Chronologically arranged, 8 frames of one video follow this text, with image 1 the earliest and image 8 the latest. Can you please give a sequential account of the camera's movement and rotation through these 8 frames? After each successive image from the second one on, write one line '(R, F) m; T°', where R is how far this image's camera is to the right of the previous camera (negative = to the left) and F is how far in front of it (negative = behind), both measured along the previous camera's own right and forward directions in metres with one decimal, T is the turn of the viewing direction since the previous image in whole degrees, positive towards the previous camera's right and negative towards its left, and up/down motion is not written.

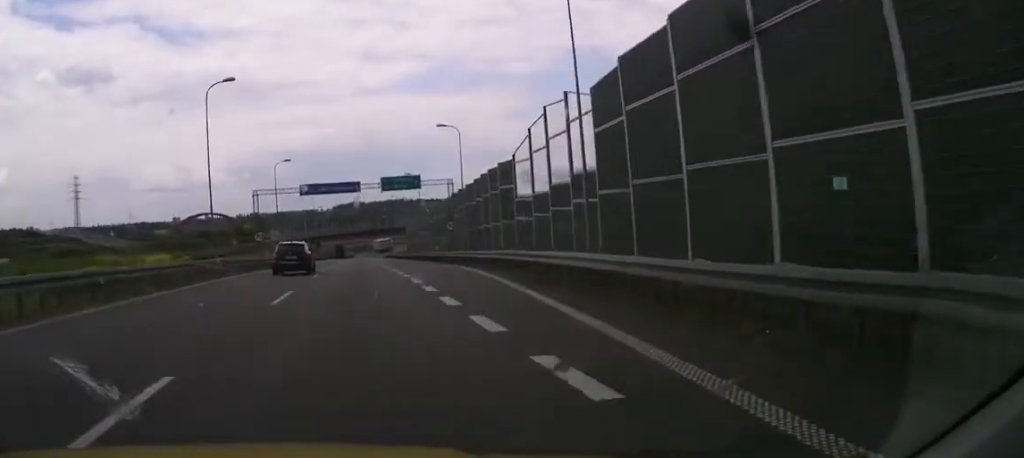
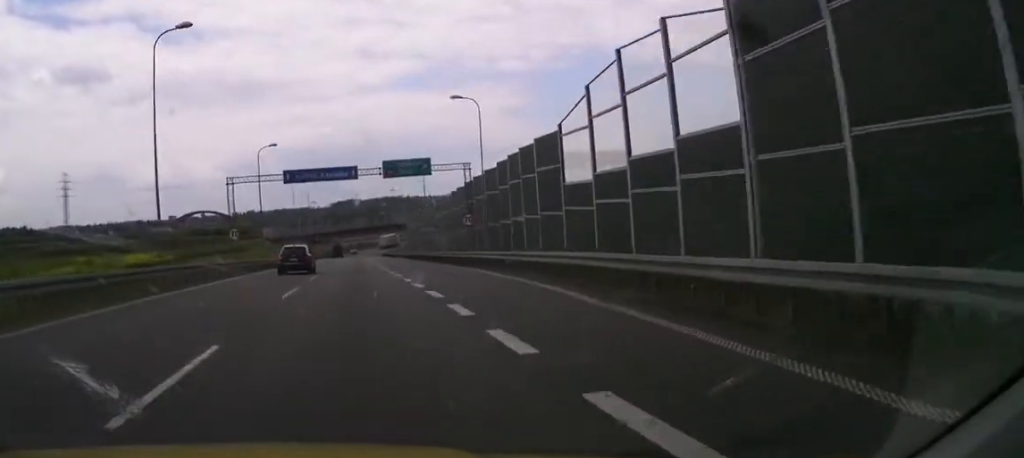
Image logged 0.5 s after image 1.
(-0.5, +8.8) m; -4°
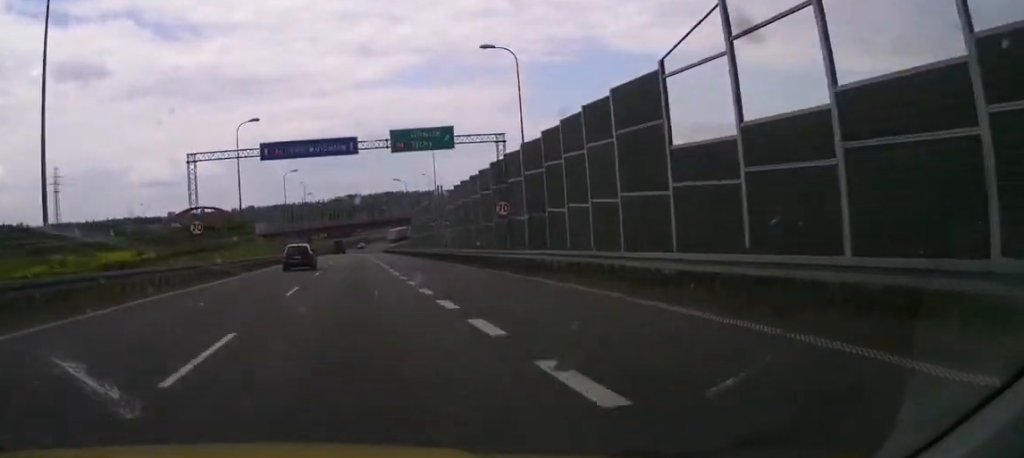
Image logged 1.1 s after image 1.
(-0.2, +9.8) m; -1°
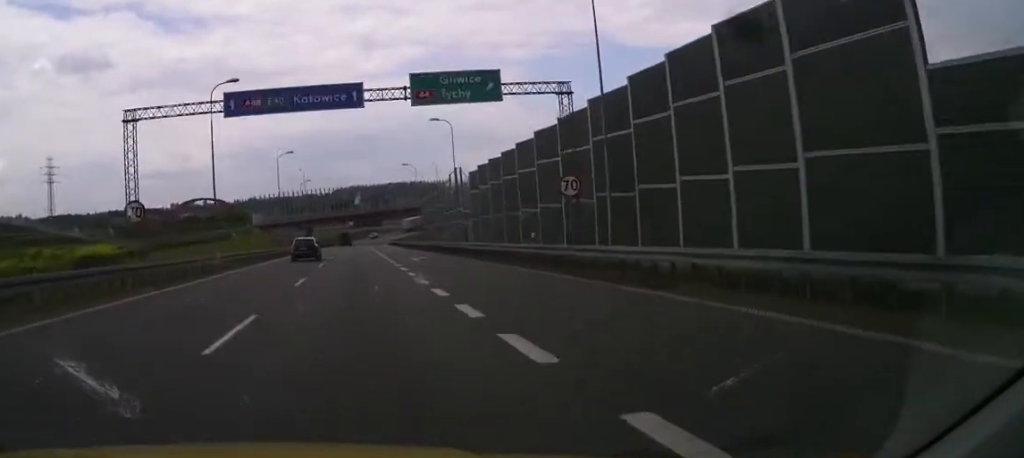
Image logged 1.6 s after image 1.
(-0.1, +9.2) m; 0°
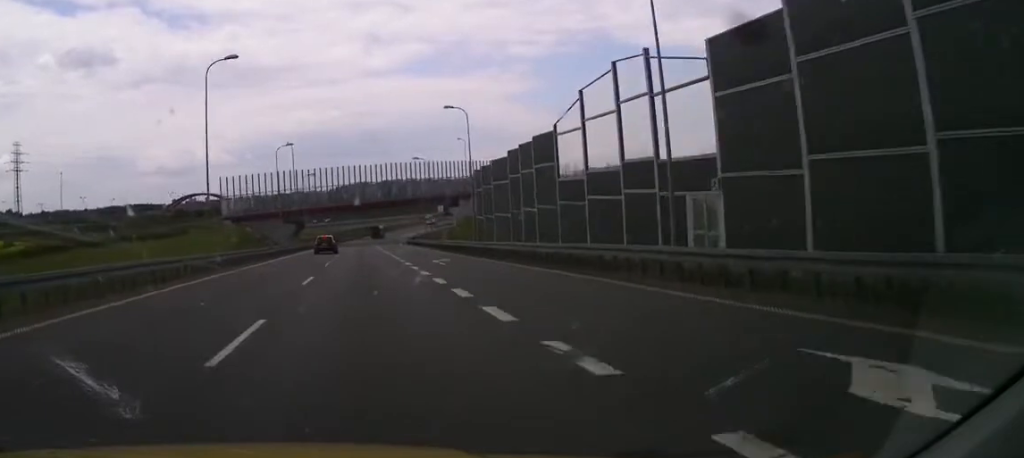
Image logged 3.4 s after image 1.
(+0.2, +32.1) m; 0°
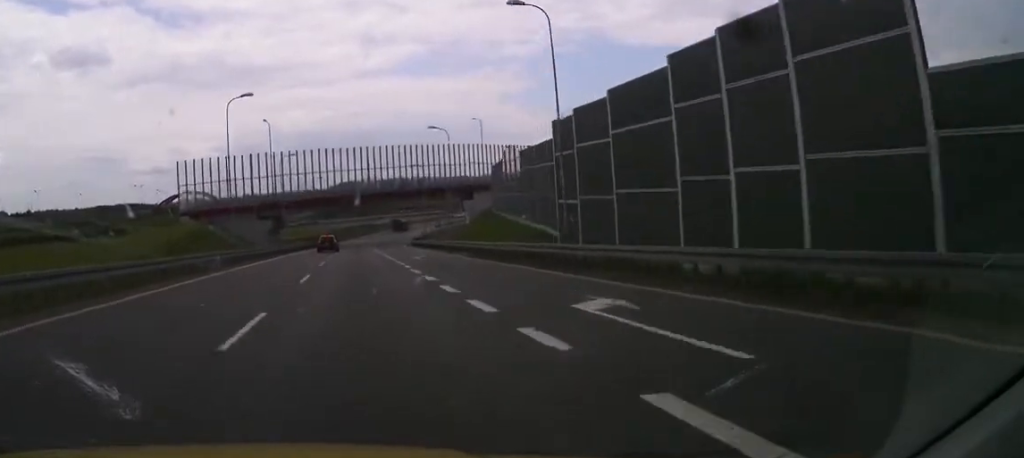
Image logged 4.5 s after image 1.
(0.0, +20.8) m; 0°
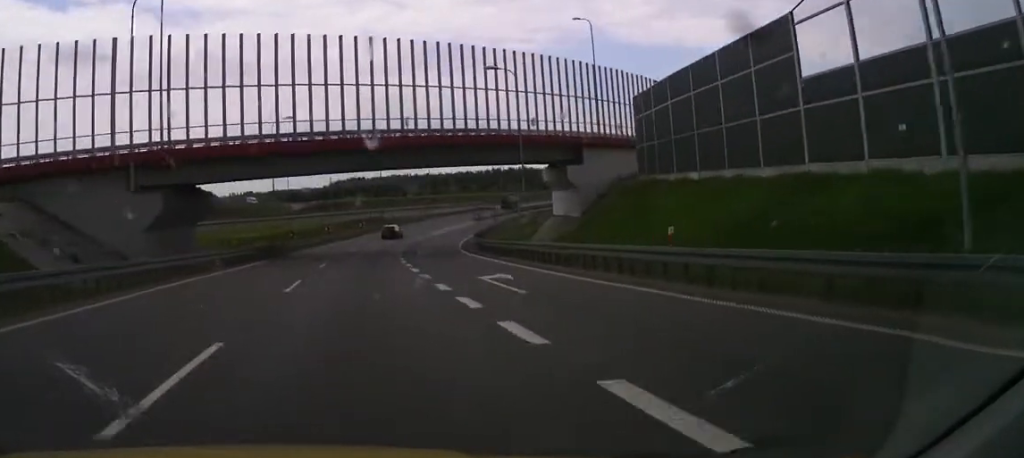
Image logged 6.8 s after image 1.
(0.0, +49.2) m; 0°
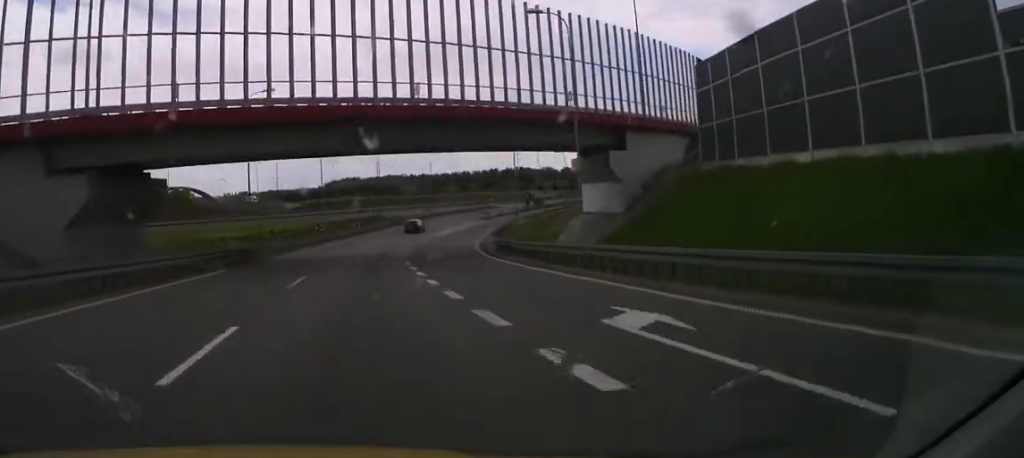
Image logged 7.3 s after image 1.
(0.0, +10.2) m; 0°
